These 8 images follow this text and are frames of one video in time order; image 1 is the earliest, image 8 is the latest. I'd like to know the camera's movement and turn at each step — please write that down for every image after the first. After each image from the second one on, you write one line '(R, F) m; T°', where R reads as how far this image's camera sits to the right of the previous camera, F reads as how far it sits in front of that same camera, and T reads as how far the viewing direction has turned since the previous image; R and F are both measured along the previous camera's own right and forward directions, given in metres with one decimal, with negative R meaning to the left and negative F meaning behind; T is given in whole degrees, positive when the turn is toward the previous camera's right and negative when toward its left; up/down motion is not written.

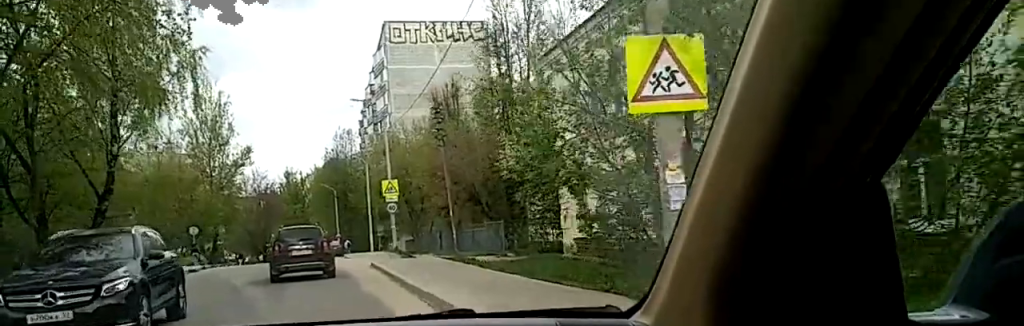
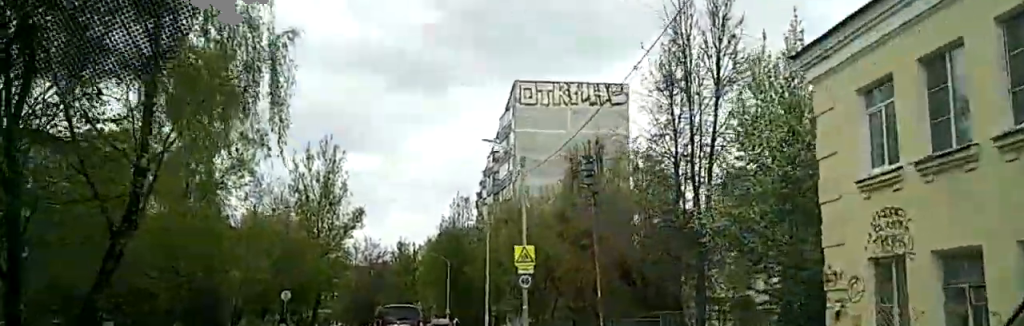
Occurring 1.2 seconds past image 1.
(-0.2, +12.0) m; -1°
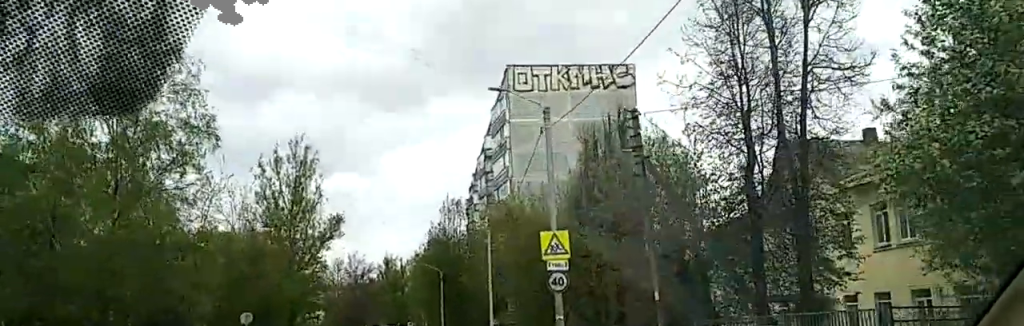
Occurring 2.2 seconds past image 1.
(0.0, +9.5) m; -1°
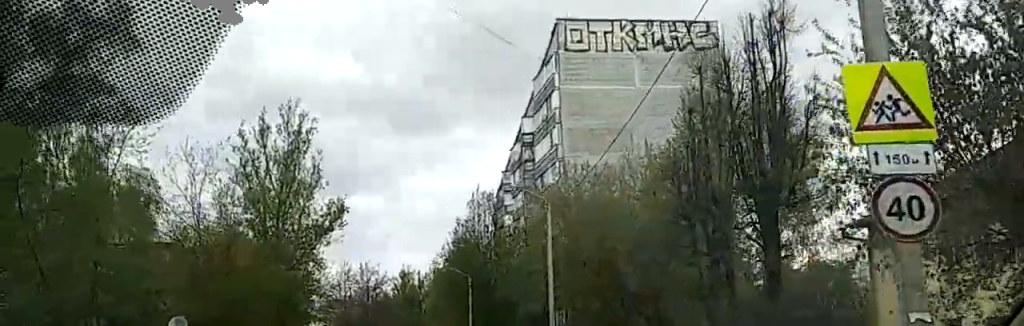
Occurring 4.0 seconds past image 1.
(-0.8, +16.9) m; -4°
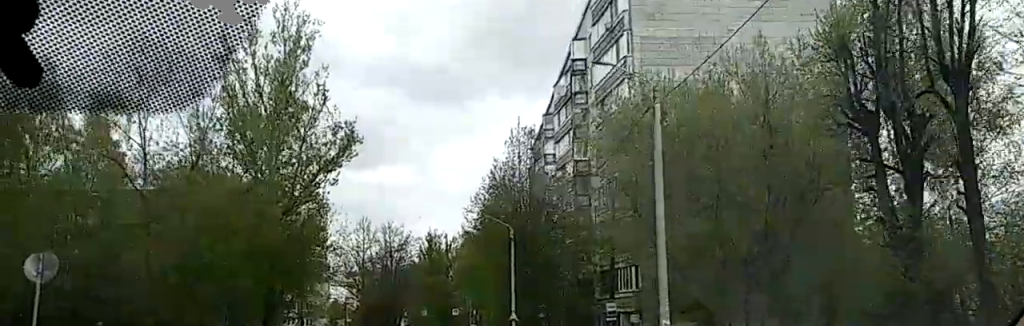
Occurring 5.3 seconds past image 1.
(-0.1, +12.8) m; 0°
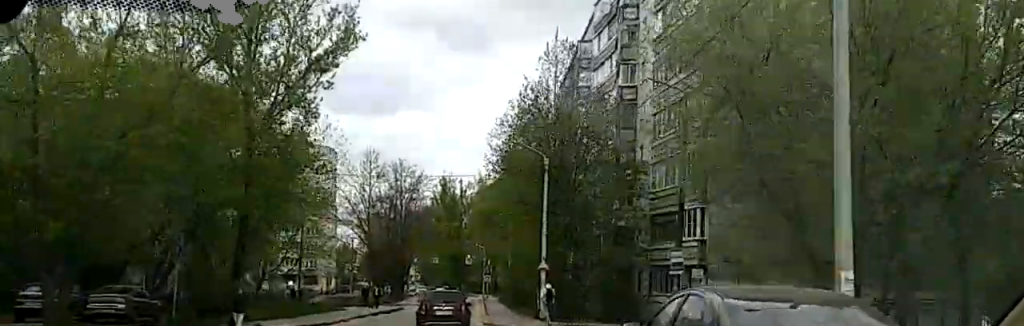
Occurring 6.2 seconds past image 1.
(0.0, +9.5) m; 0°
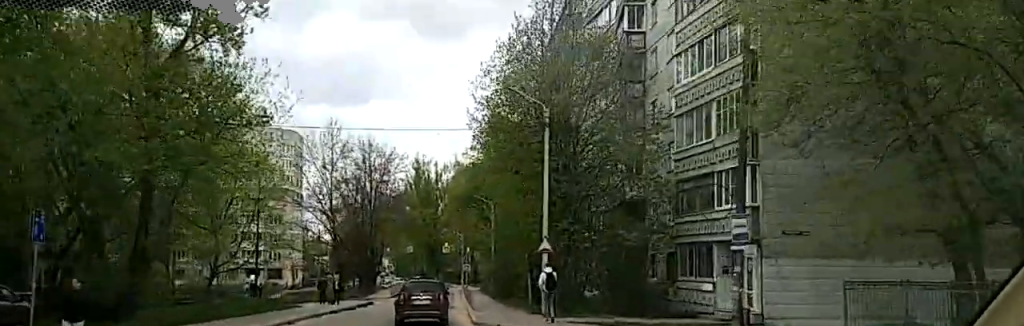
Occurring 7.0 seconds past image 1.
(0.0, +8.8) m; +1°
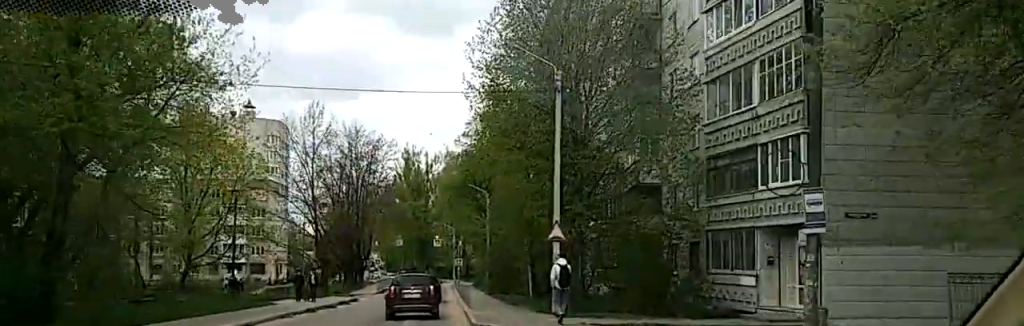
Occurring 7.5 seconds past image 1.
(+0.1, +5.1) m; 0°
